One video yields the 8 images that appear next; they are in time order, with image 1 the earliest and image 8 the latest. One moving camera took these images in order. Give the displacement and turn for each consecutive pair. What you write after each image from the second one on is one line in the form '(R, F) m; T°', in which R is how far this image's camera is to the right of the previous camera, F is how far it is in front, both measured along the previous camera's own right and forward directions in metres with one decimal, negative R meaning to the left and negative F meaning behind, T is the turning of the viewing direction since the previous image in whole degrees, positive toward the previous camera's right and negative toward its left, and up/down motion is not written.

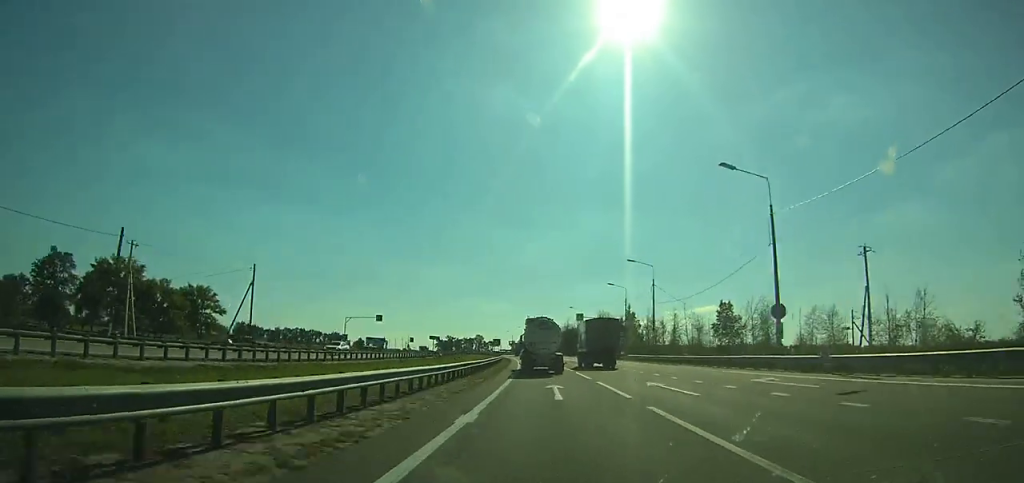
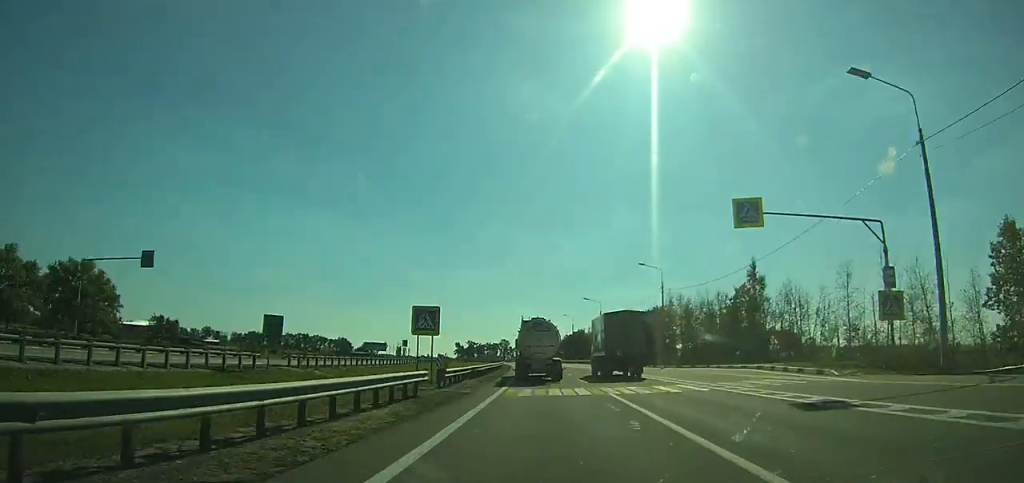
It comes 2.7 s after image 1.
(-1.8, +70.7) m; -3°
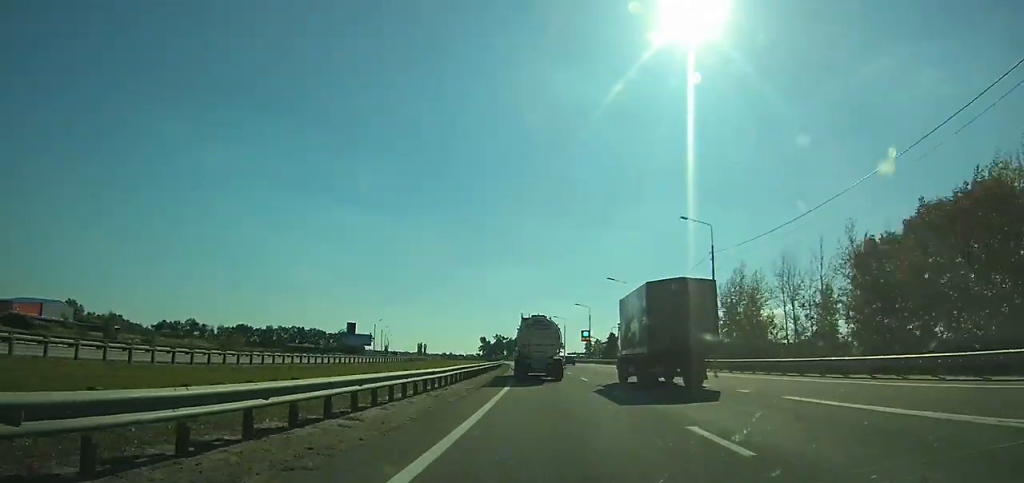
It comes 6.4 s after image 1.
(-3.6, +93.9) m; -4°
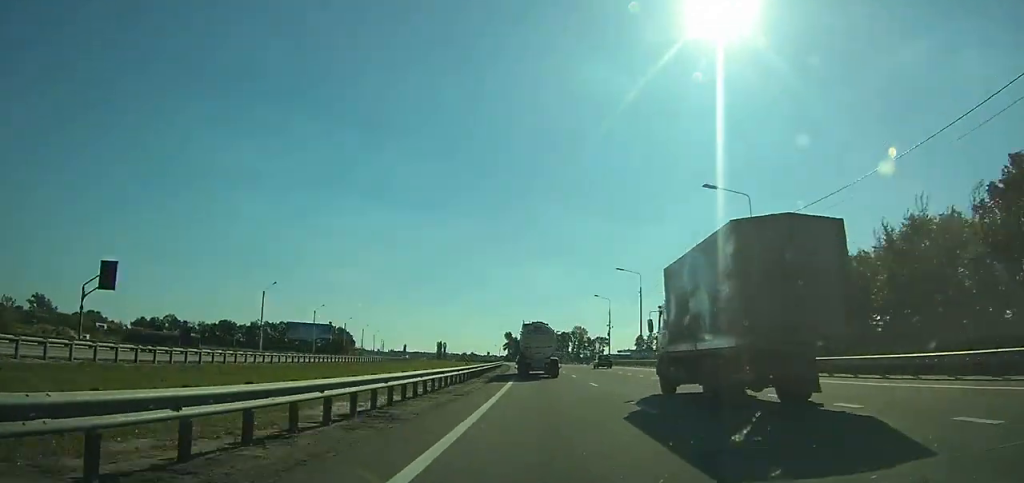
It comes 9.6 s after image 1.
(-2.5, +77.5) m; -4°
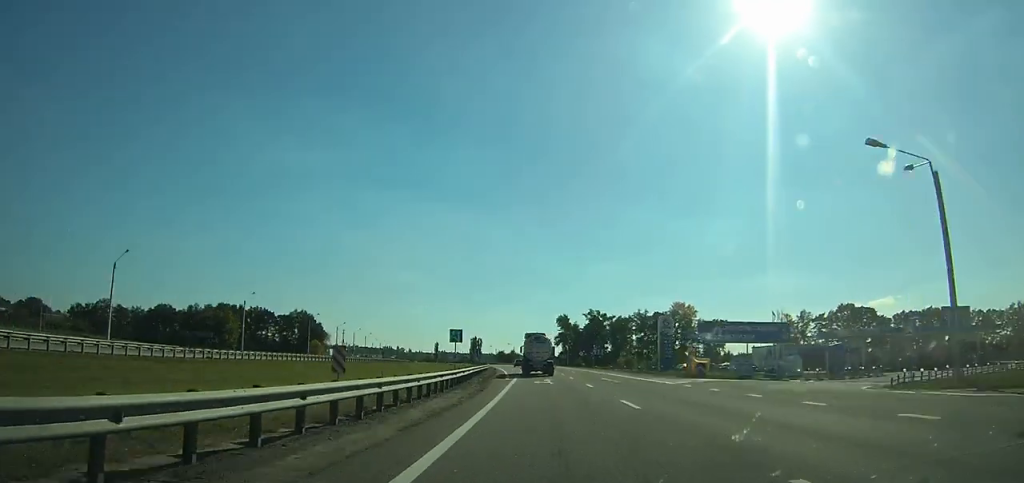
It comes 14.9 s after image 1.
(-6.8, +125.9) m; -6°
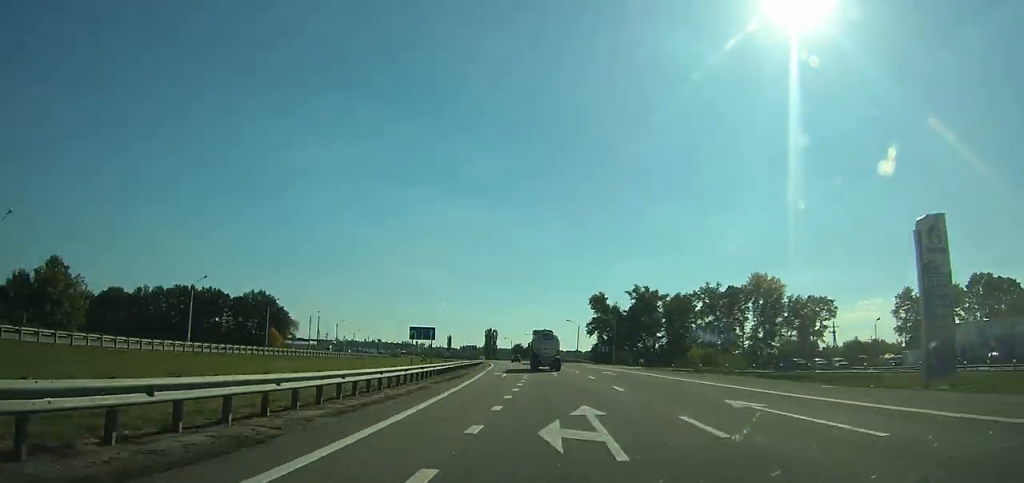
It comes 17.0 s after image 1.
(-0.9, +53.6) m; -2°
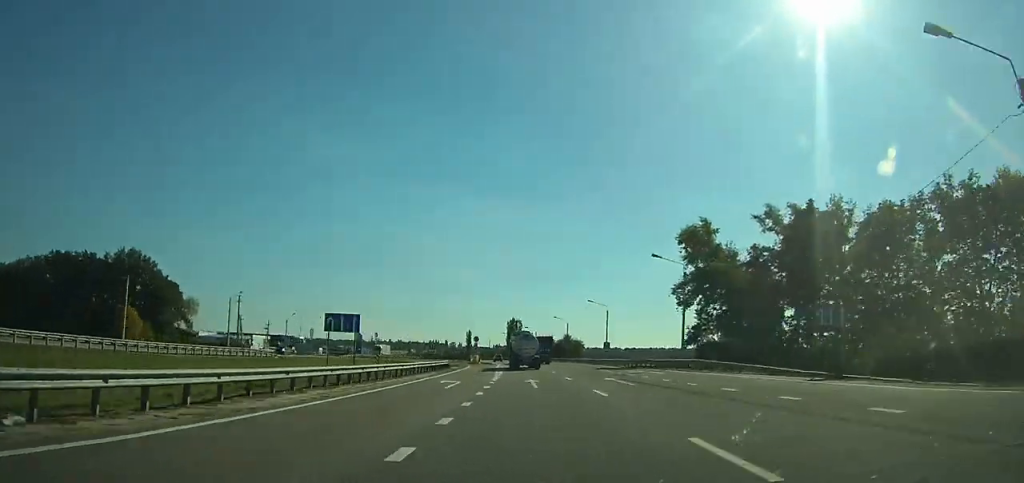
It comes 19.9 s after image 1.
(-2.3, +74.7) m; -4°
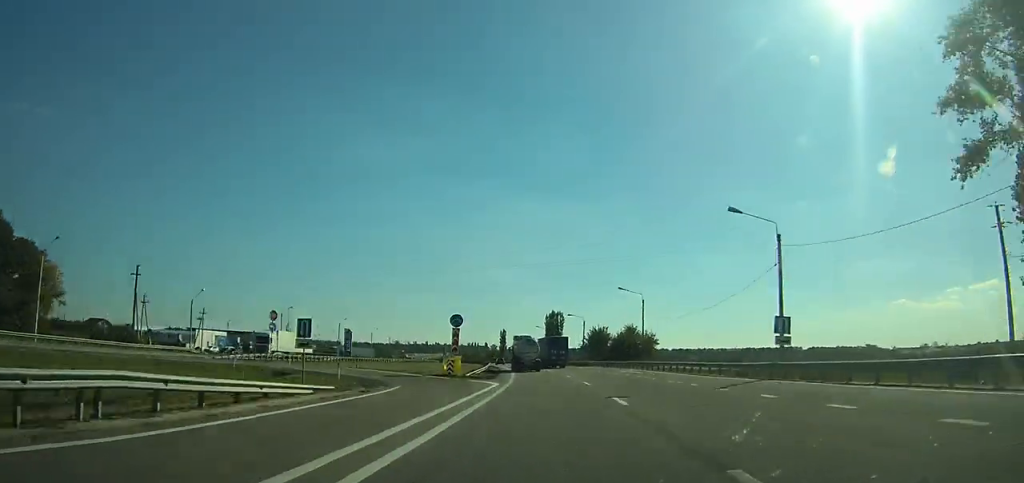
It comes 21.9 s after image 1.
(-1.4, +51.2) m; -4°
